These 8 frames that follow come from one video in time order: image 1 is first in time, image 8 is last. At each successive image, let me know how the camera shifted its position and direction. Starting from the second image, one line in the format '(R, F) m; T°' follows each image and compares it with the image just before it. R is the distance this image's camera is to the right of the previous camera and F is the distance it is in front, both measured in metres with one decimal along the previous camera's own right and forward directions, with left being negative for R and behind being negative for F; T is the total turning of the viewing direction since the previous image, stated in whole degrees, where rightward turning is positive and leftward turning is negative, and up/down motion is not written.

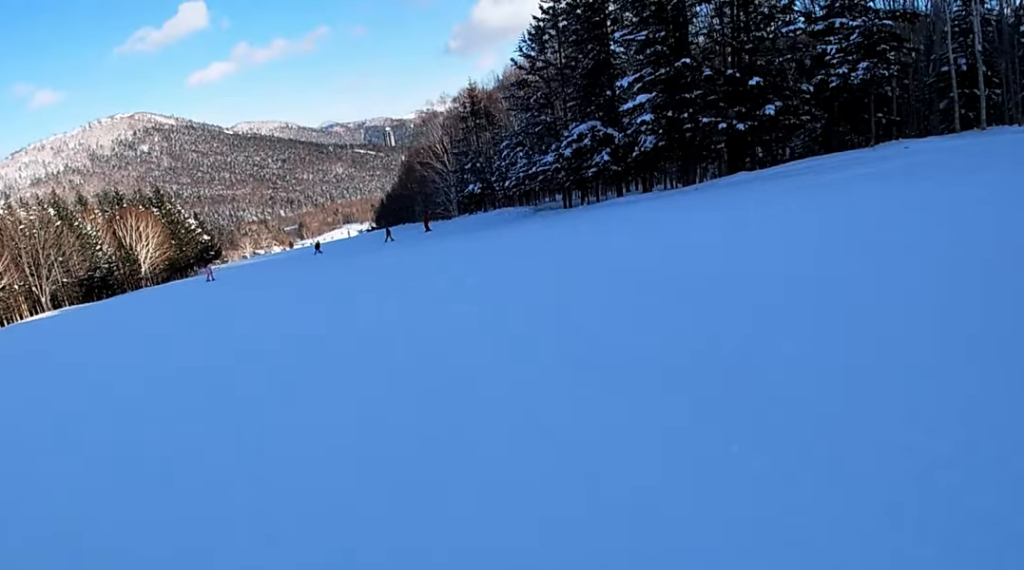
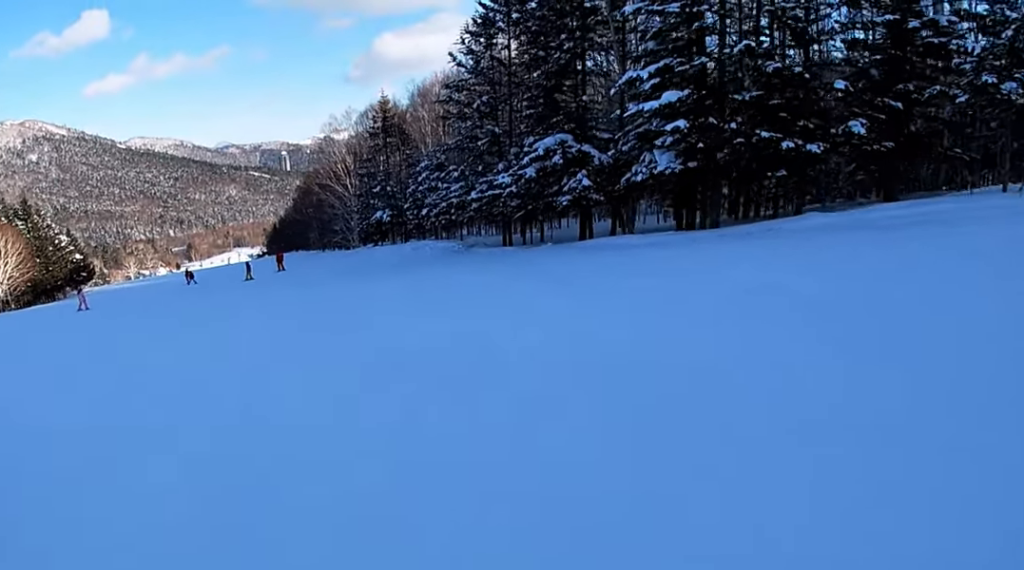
(+2.2, +9.1) m; +3°
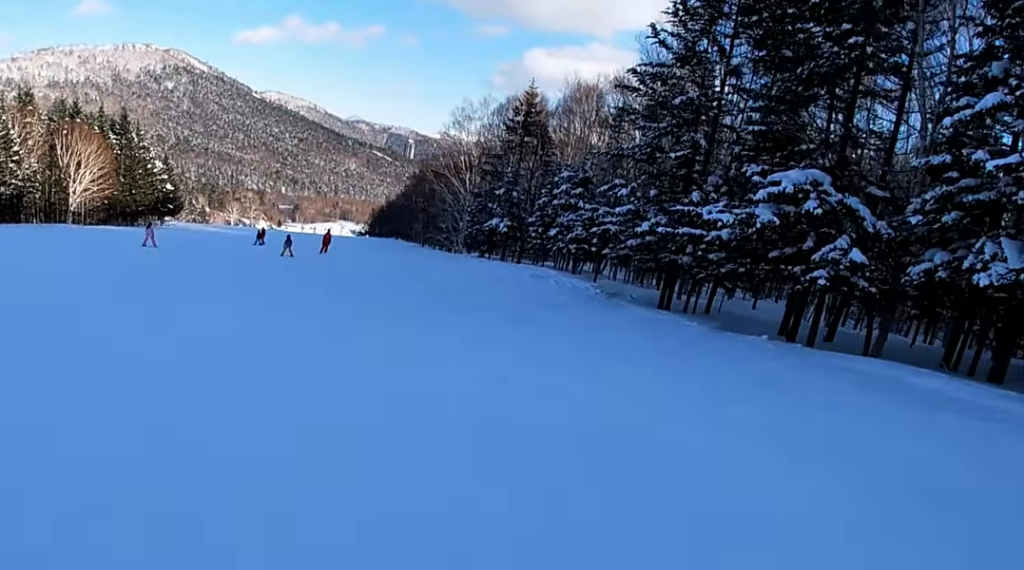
(-1.2, +8.6) m; -11°
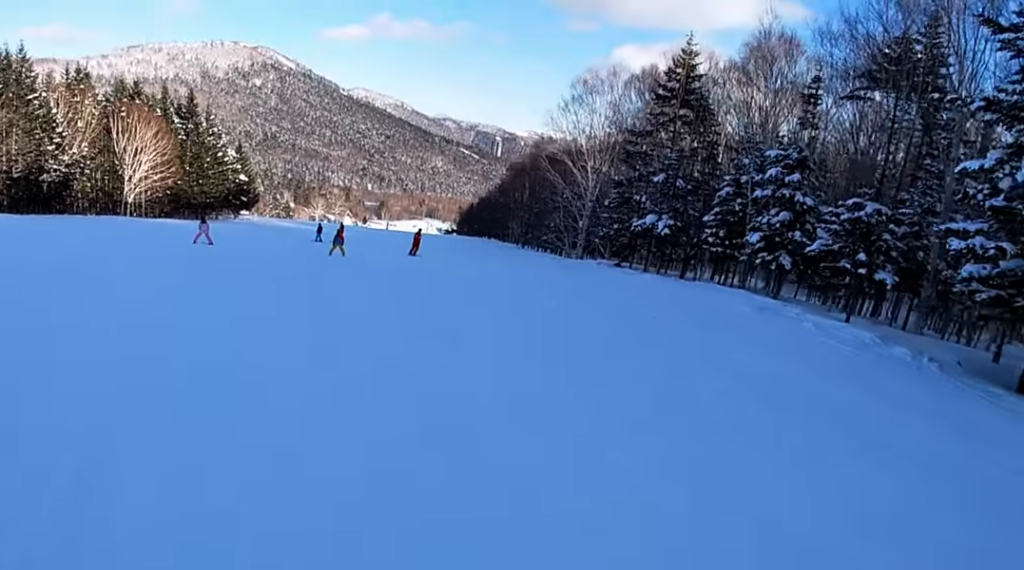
(-0.9, +10.8) m; -5°
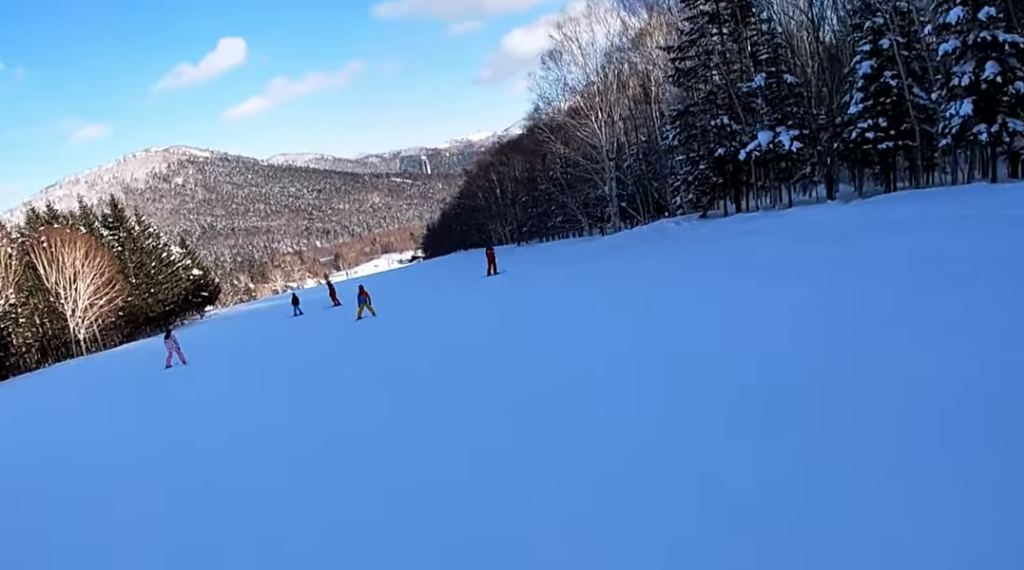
(0.0, +10.0) m; +9°
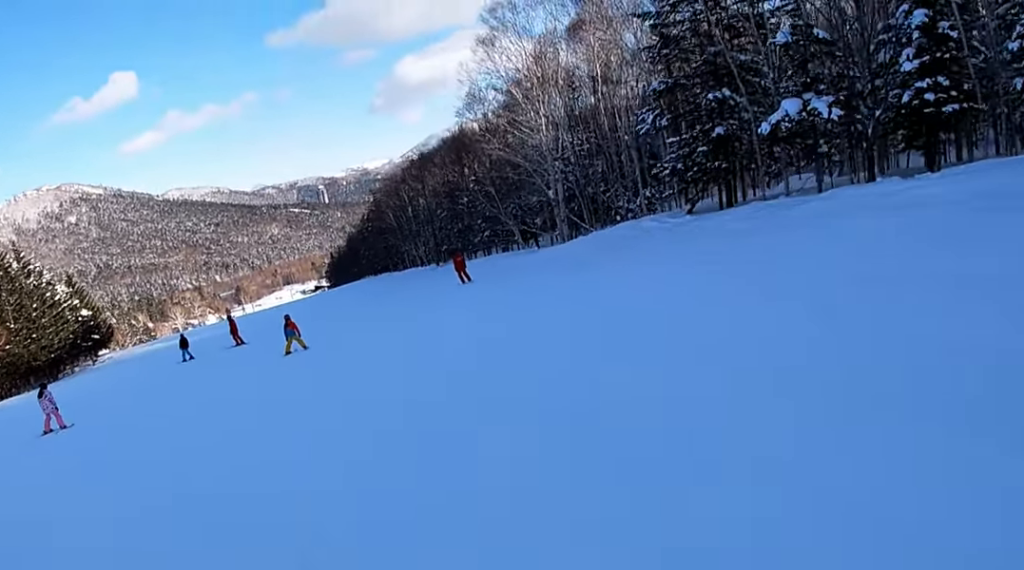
(+0.9, +6.3) m; +13°
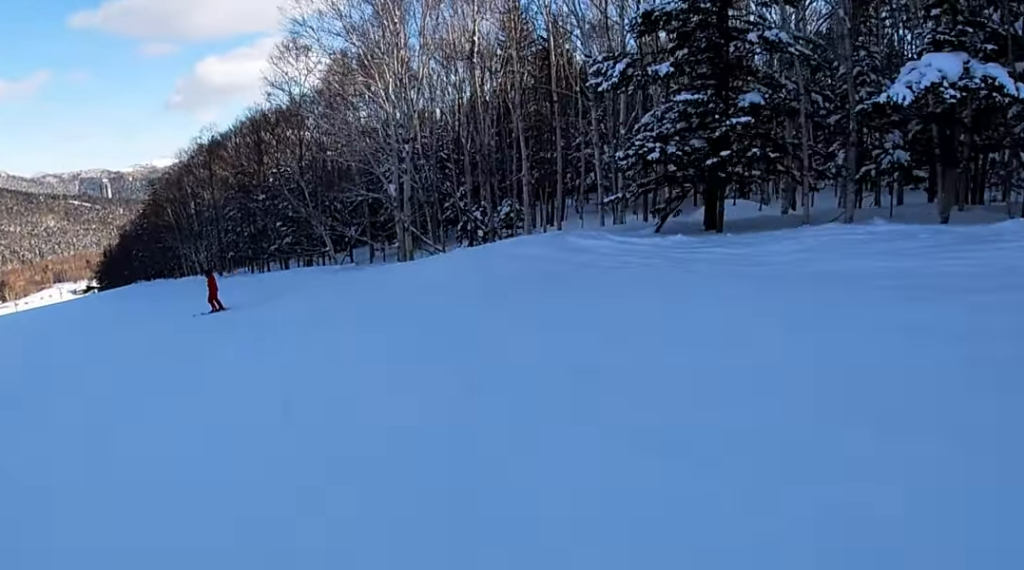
(+2.7, +11.7) m; +8°
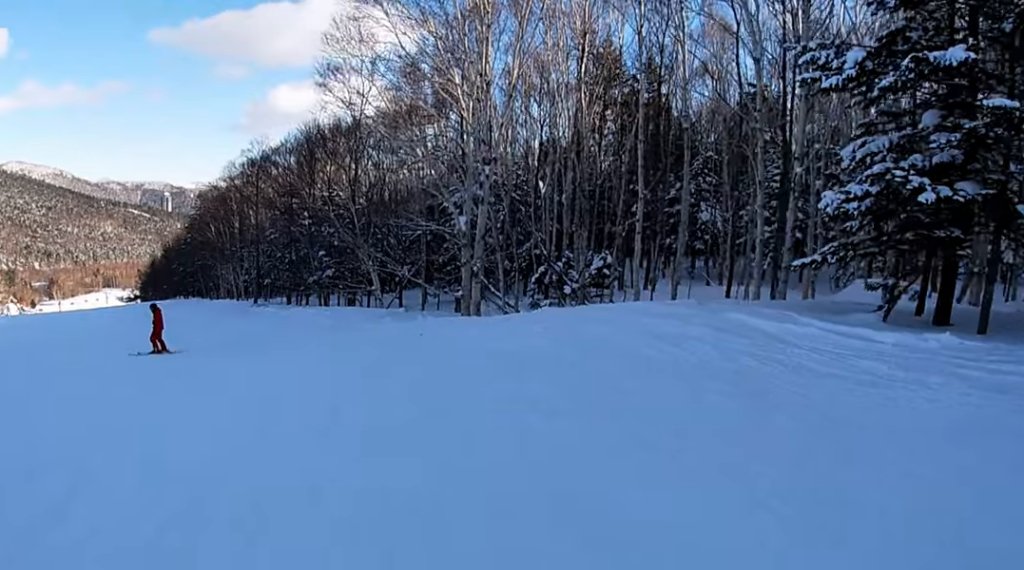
(-1.0, +6.2) m; -7°
